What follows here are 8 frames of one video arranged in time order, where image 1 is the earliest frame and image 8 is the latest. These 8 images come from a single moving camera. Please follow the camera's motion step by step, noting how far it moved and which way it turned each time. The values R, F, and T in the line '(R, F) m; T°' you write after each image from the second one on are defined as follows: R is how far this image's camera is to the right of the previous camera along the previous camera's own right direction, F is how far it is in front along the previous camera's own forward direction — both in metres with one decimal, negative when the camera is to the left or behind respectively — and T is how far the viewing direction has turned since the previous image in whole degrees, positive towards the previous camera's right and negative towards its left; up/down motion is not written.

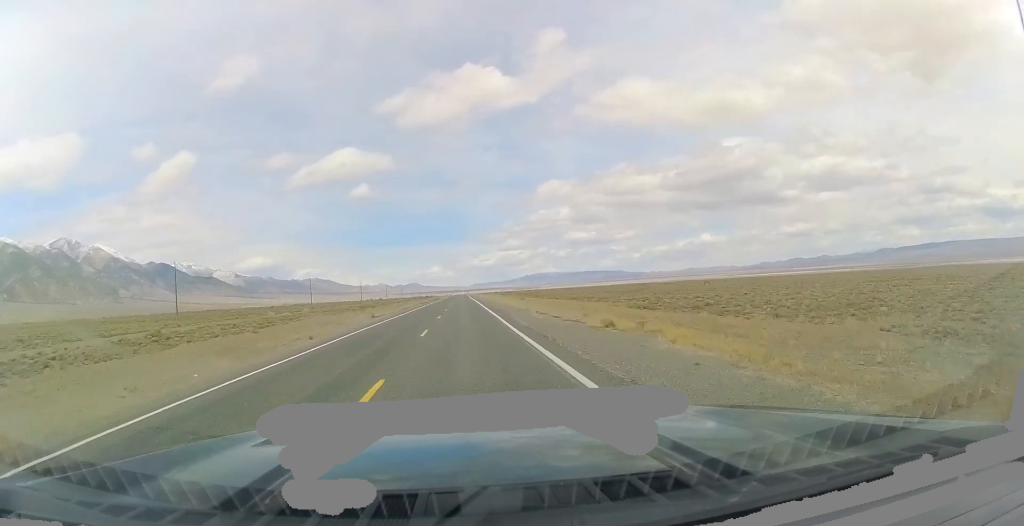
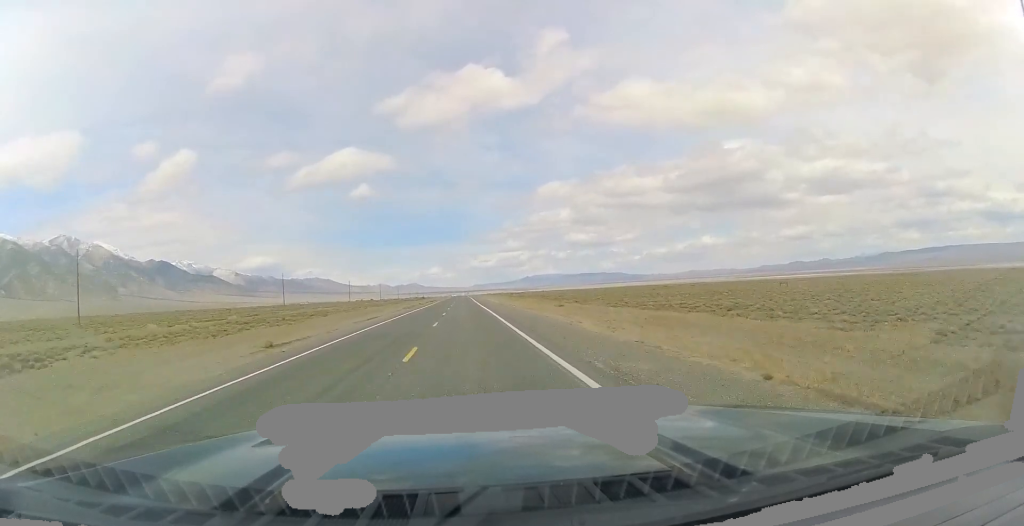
(-0.1, +34.5) m; 0°
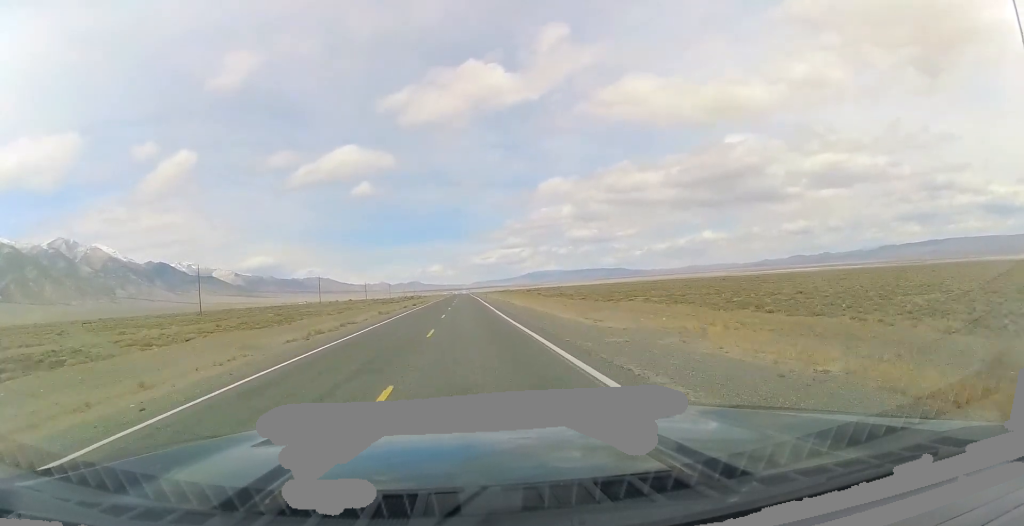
(+0.3, +61.6) m; +1°
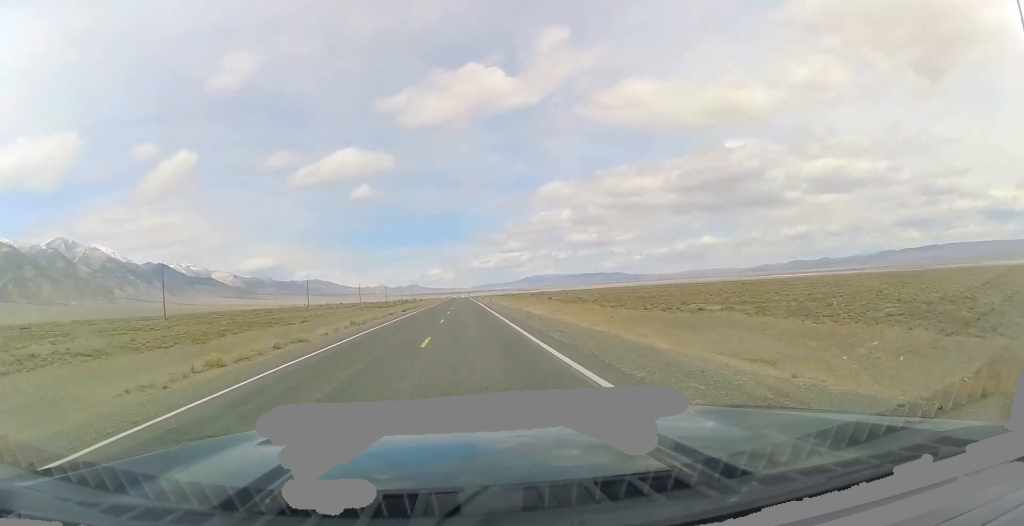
(+0.1, +16.1) m; 0°
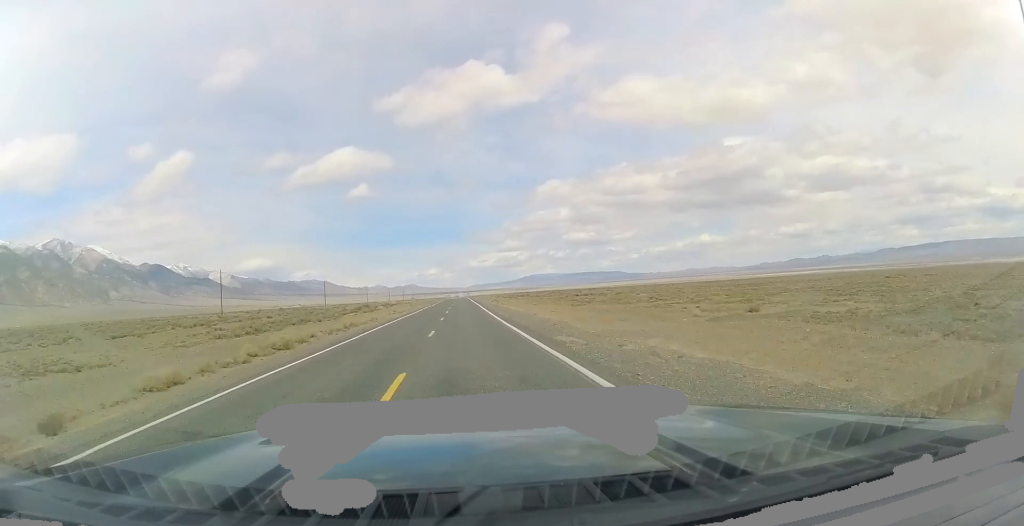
(-0.2, +76.9) m; 0°
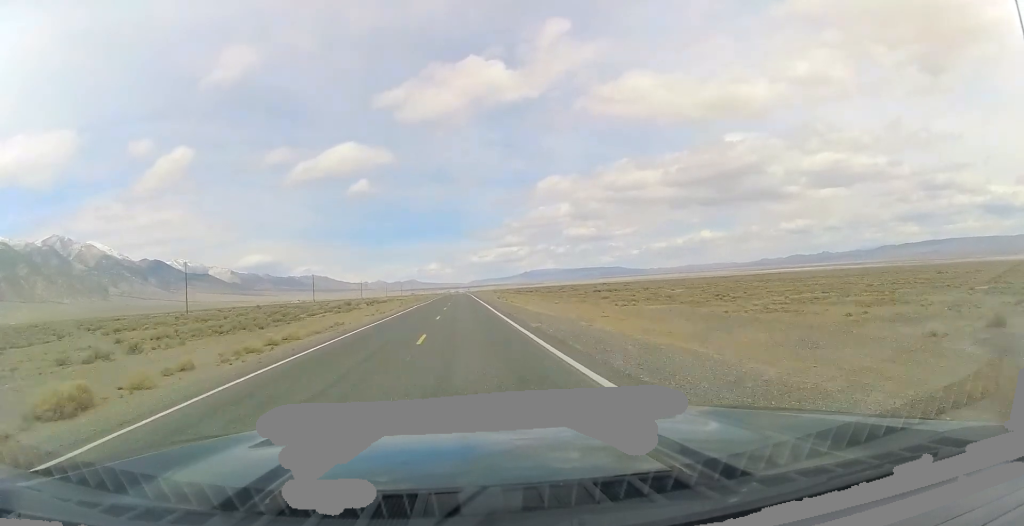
(+0.1, +18.7) m; 0°
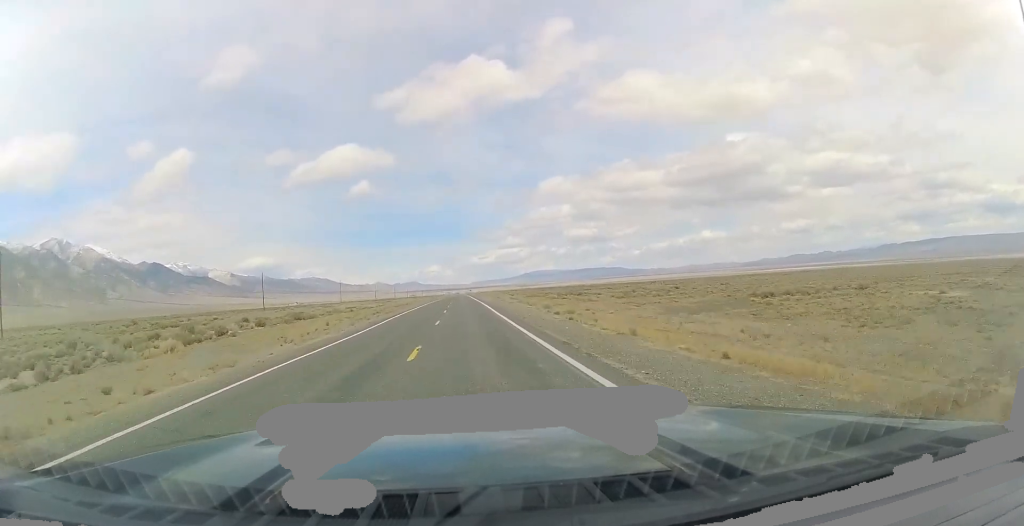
(0.0, +58.5) m; 0°
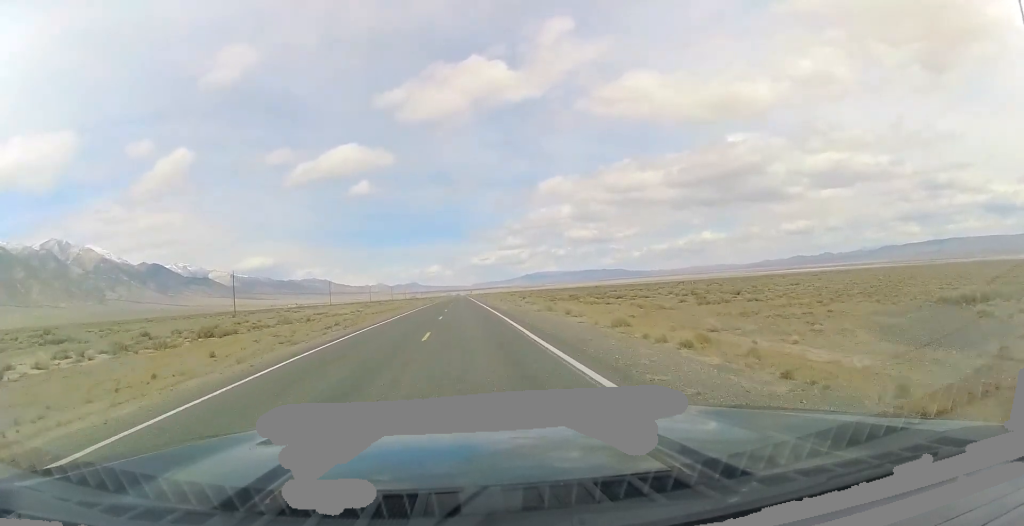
(0.0, +22.3) m; 0°
